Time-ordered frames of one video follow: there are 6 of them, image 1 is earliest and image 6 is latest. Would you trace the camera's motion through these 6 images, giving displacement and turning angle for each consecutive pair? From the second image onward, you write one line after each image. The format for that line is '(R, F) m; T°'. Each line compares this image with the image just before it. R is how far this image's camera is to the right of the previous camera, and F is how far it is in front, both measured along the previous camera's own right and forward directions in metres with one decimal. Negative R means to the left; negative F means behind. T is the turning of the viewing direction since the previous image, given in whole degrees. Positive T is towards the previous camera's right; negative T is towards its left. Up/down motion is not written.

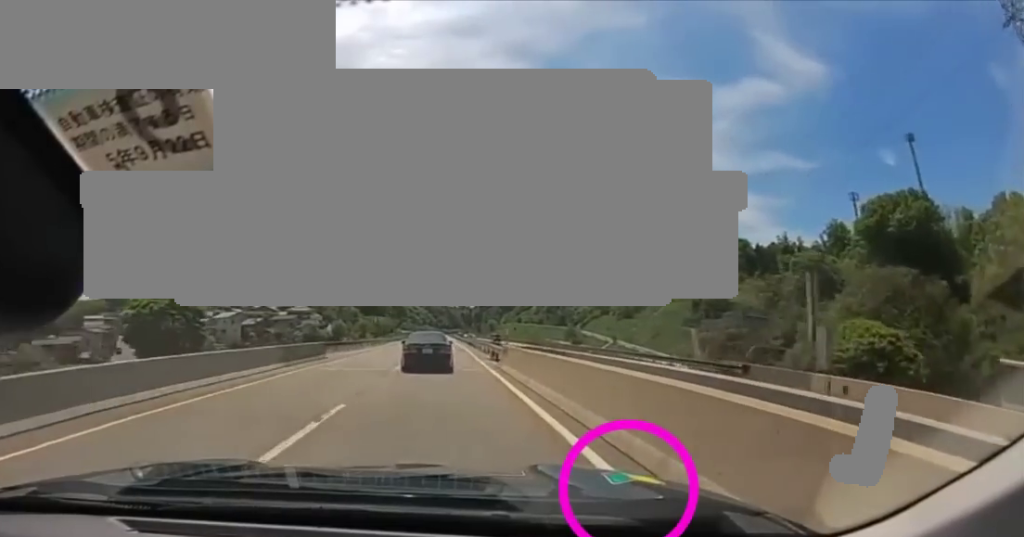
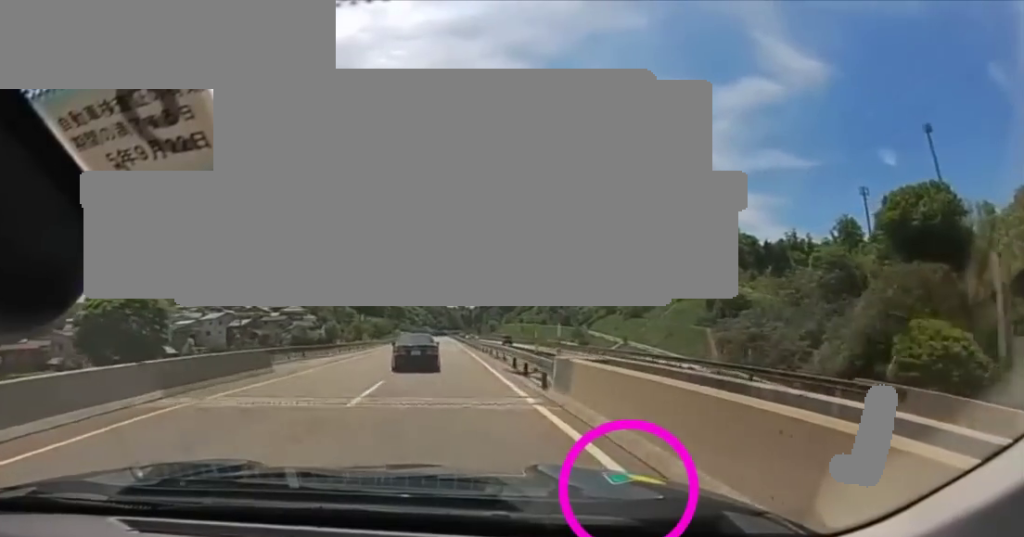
(0.0, +10.3) m; 0°
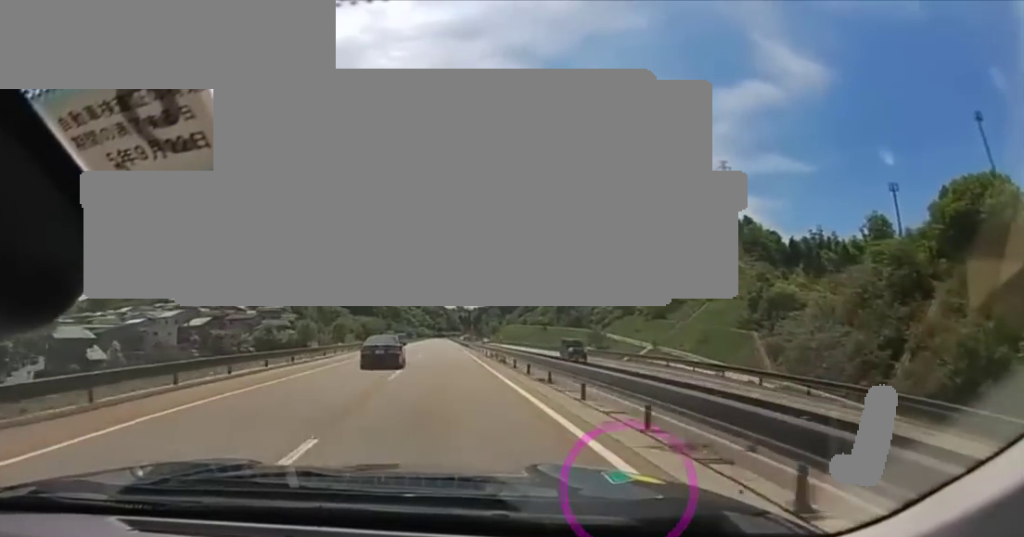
(0.0, +23.0) m; -1°
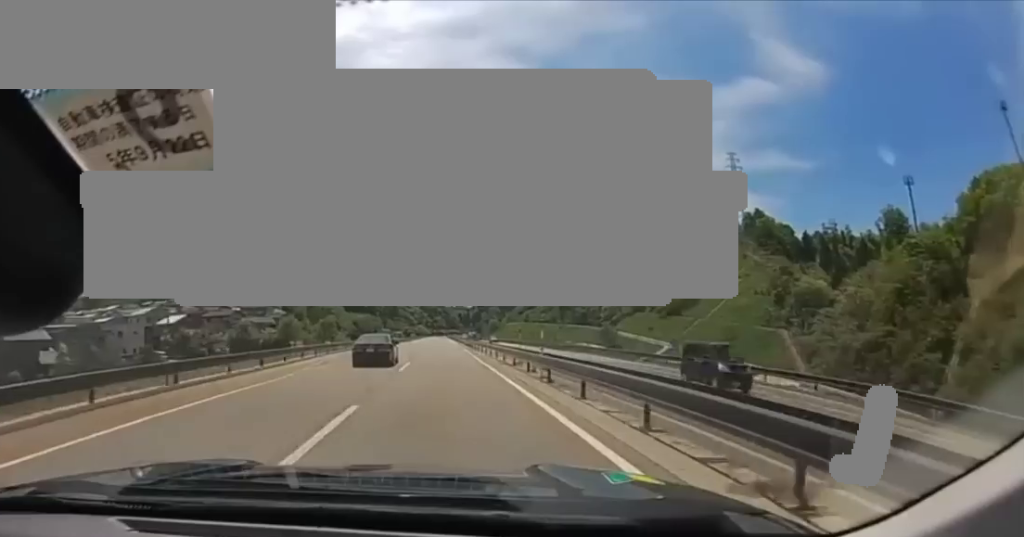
(+0.1, +11.9) m; -1°
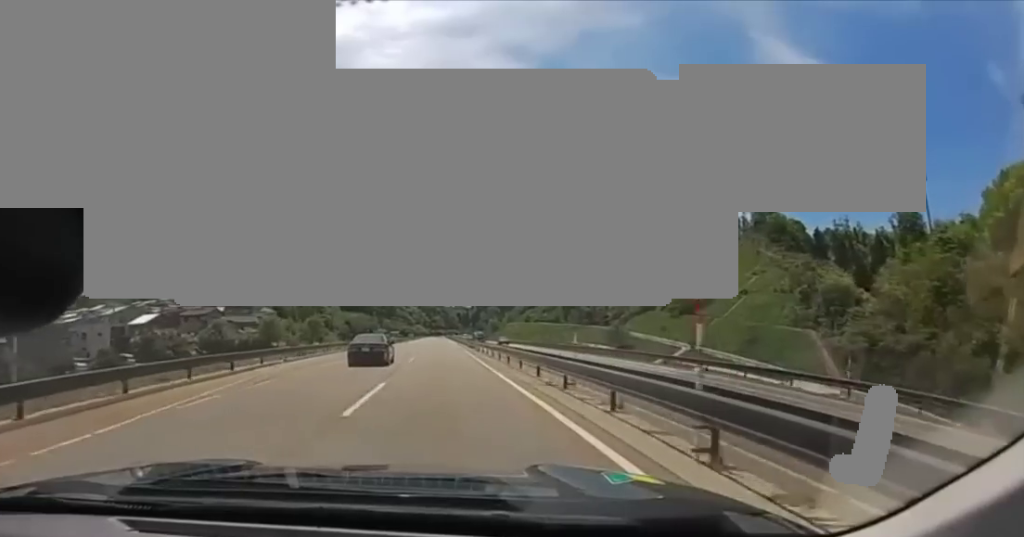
(-0.5, +11.2) m; 0°
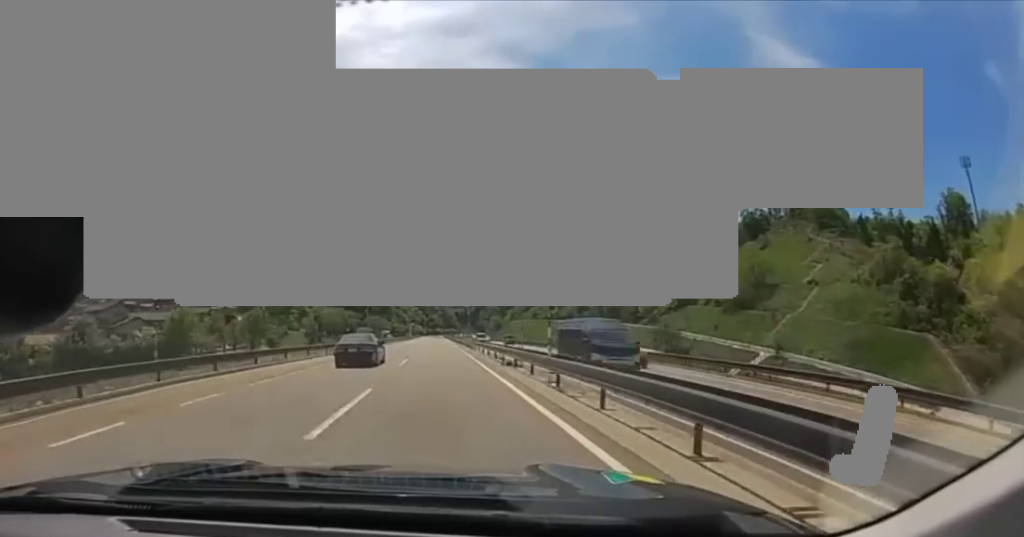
(+0.5, +31.5) m; +2°
